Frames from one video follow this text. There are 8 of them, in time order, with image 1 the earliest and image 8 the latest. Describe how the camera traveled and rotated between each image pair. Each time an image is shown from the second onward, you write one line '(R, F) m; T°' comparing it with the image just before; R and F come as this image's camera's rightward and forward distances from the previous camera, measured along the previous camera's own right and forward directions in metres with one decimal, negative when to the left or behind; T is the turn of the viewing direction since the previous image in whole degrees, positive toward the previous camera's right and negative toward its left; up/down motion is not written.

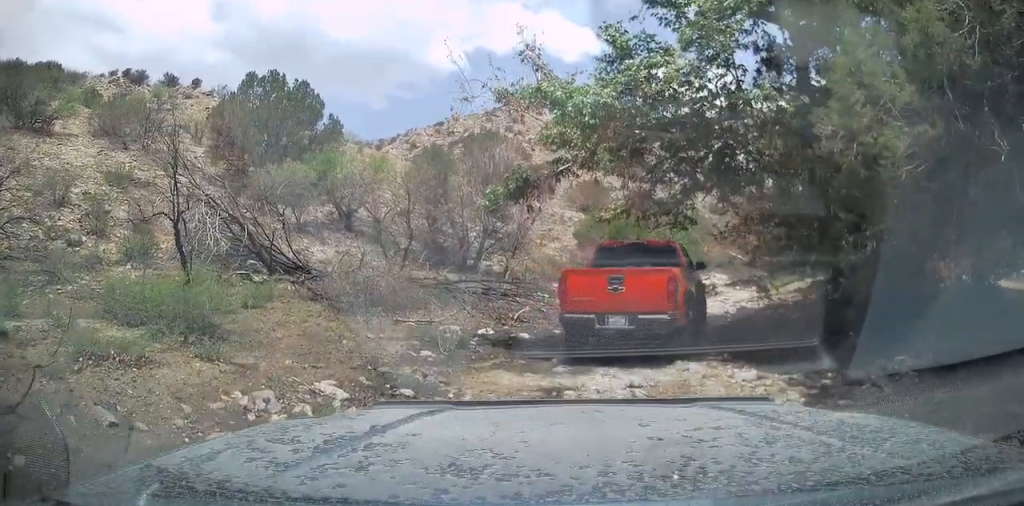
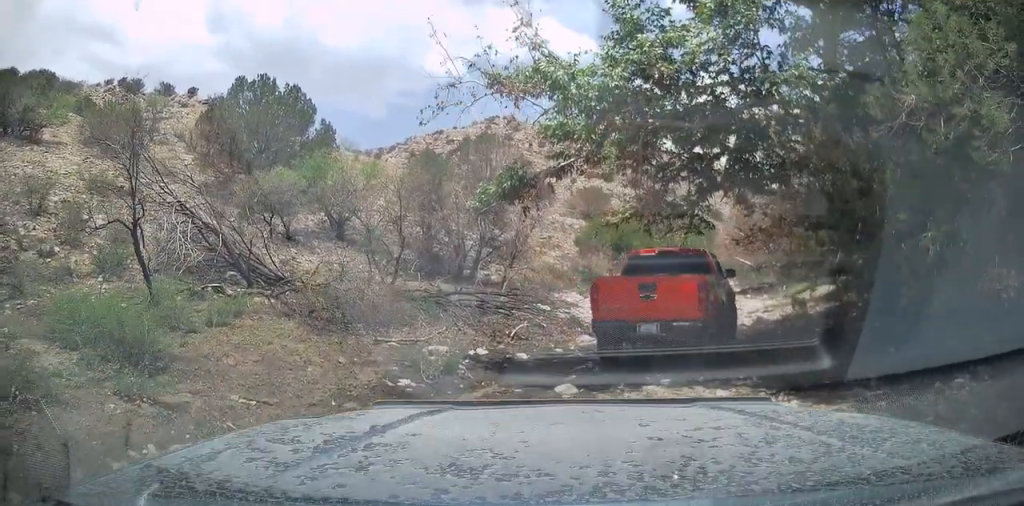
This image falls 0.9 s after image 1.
(0.0, +1.7) m; +4°
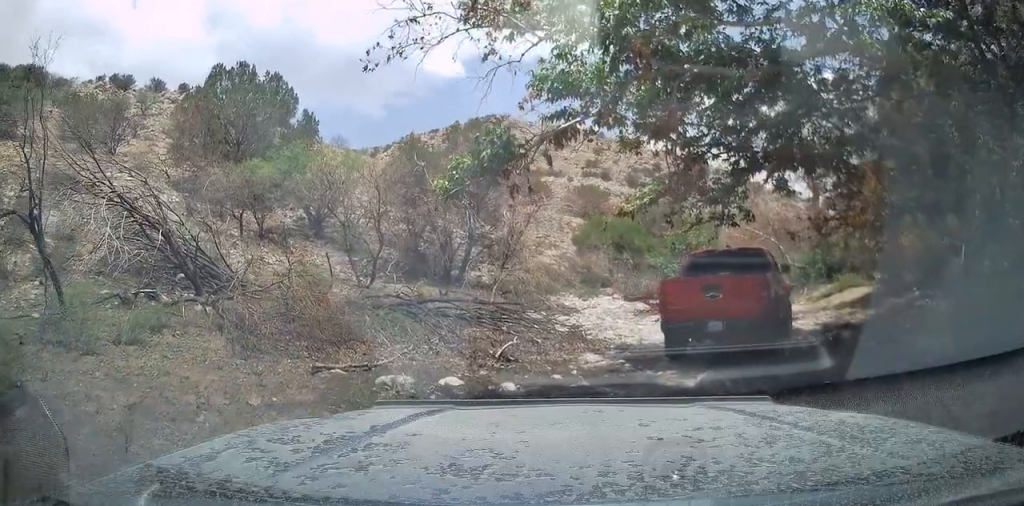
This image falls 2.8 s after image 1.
(+1.3, +2.1) m; 0°
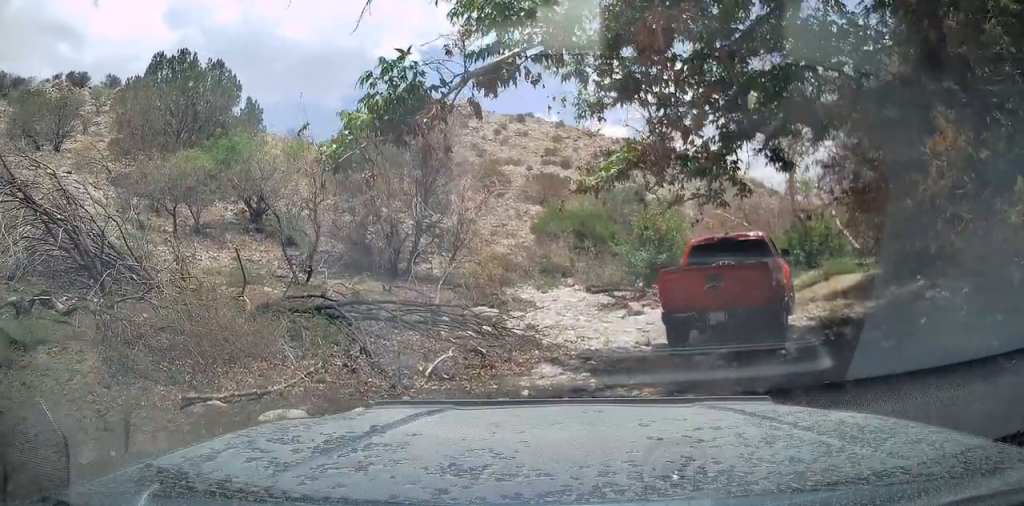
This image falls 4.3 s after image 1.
(-0.1, +2.0) m; -4°
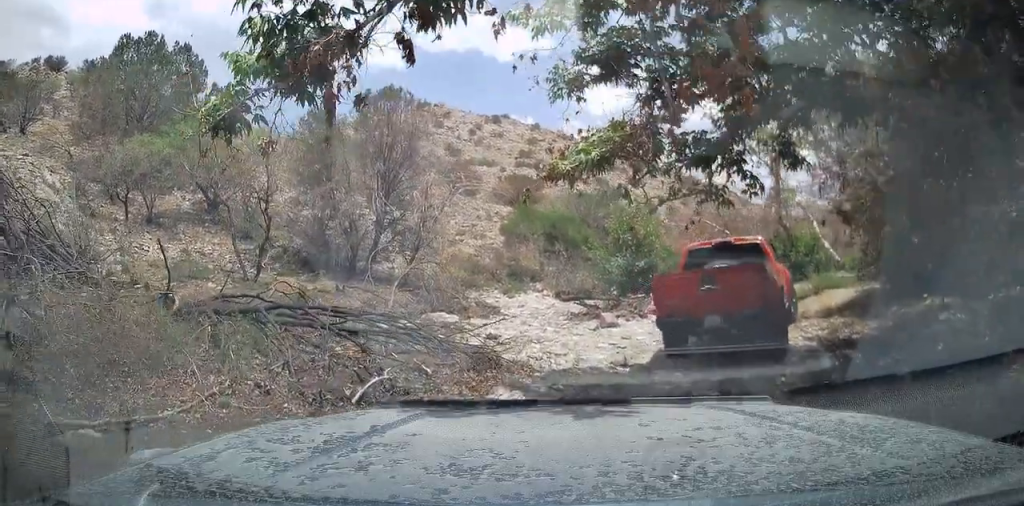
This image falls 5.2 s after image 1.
(0.0, +1.4) m; +9°
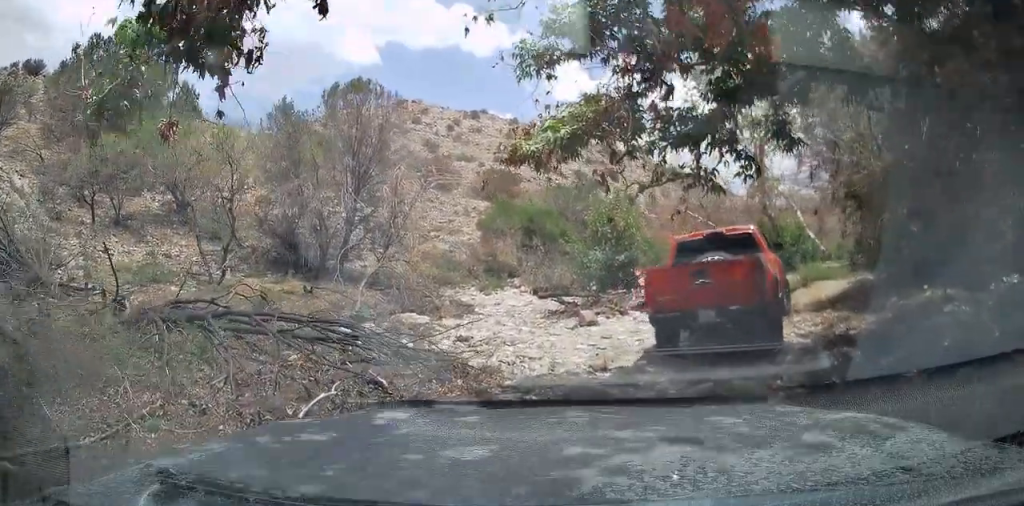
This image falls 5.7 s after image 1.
(-0.1, +0.8) m; +12°
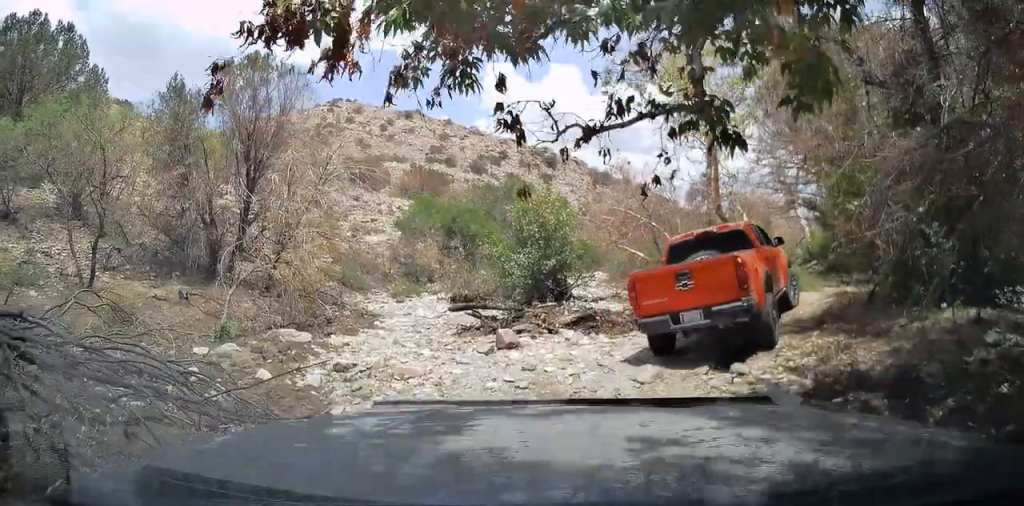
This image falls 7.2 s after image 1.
(+1.0, +3.0) m; +12°
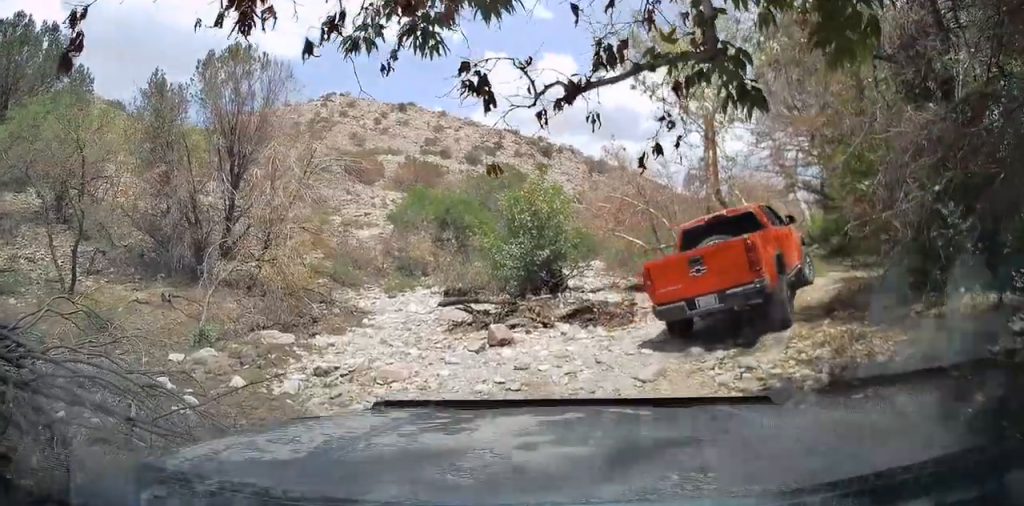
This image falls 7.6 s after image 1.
(+0.1, +0.8) m; -8°
